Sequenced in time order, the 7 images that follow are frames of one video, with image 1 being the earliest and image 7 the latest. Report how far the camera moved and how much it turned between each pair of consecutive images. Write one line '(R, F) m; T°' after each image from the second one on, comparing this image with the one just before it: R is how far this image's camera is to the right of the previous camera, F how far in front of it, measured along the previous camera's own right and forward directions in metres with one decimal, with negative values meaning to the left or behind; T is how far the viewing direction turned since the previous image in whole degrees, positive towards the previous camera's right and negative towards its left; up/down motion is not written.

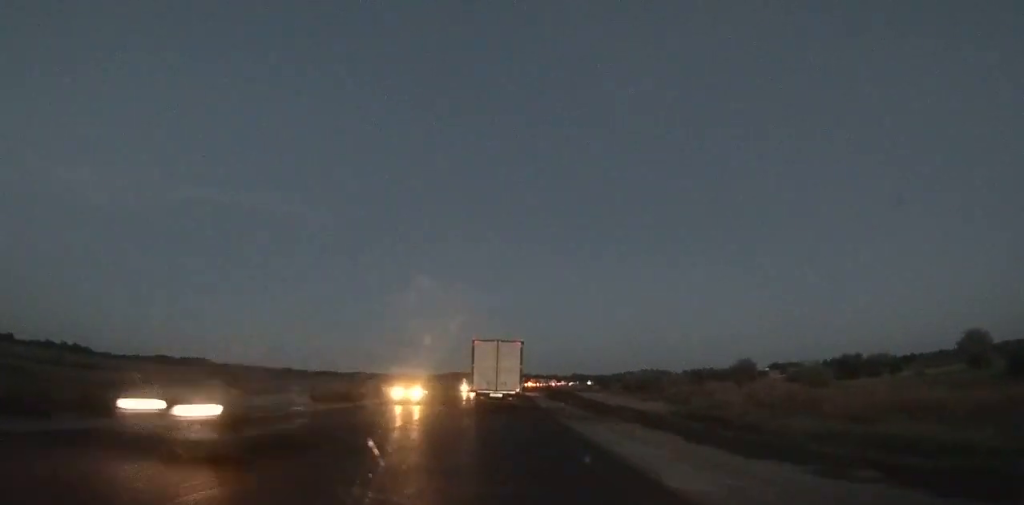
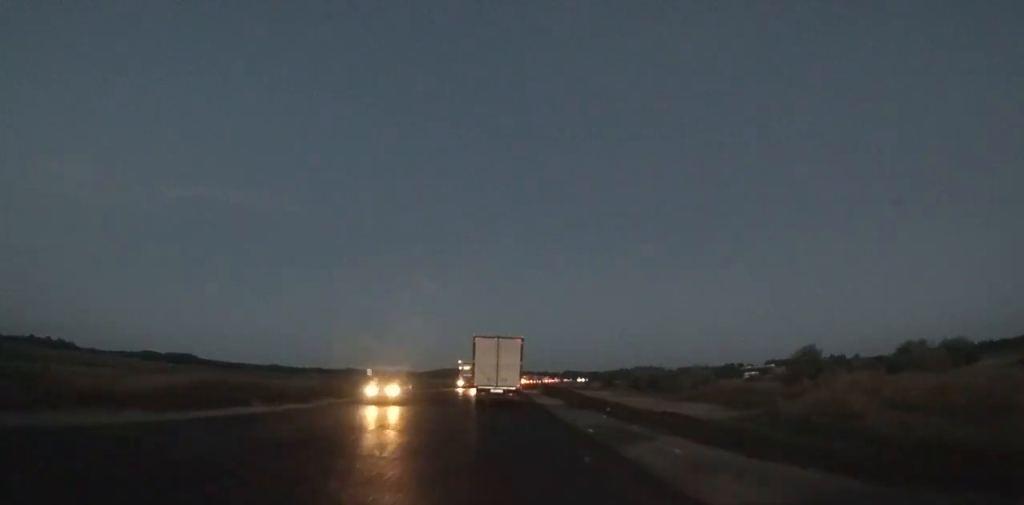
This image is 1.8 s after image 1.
(0.0, +19.3) m; 0°
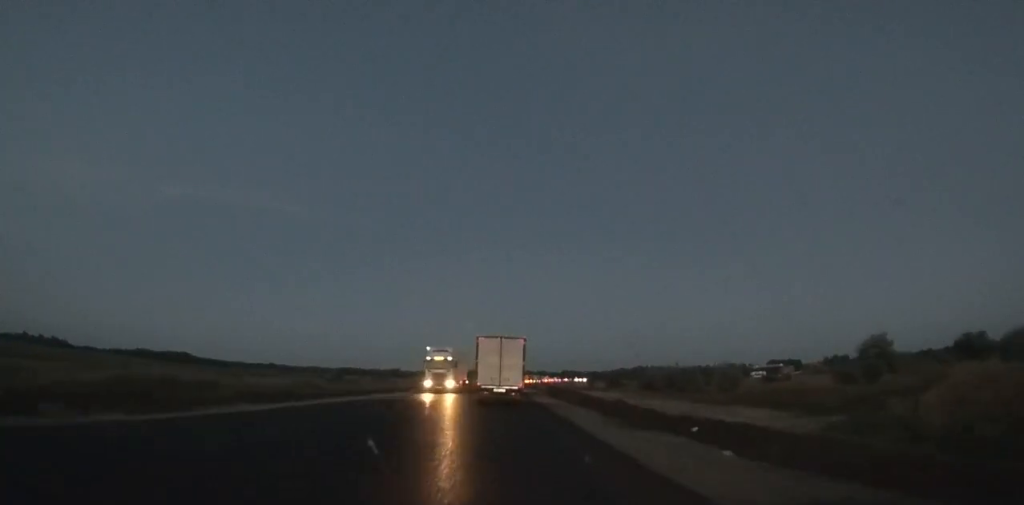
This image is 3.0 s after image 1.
(+0.1, +12.5) m; 0°
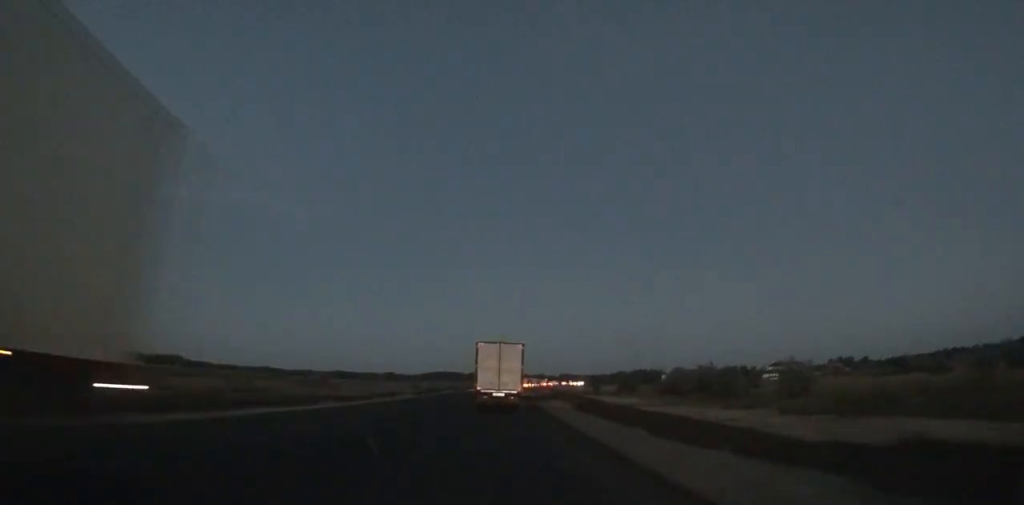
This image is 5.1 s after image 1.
(+0.1, +21.8) m; +1°
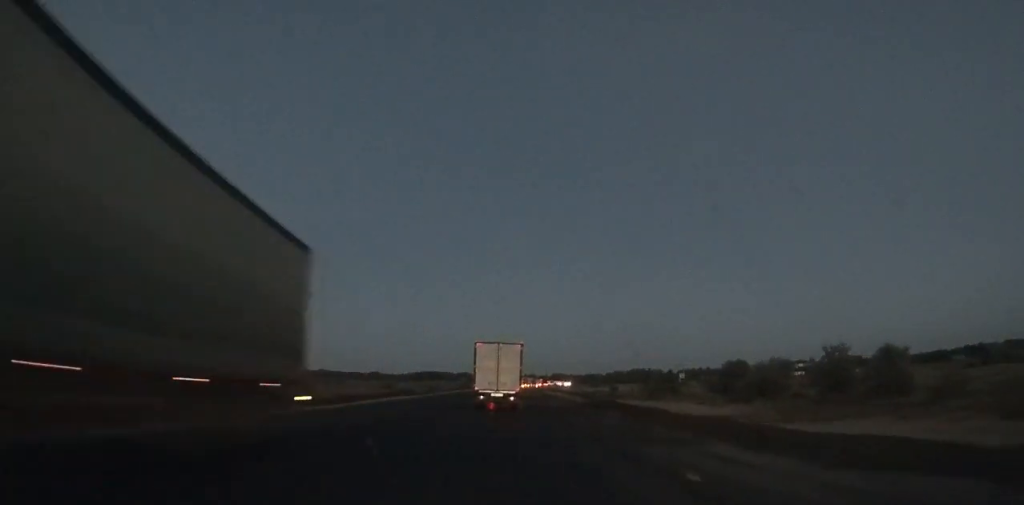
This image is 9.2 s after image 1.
(+0.4, +40.7) m; +1°
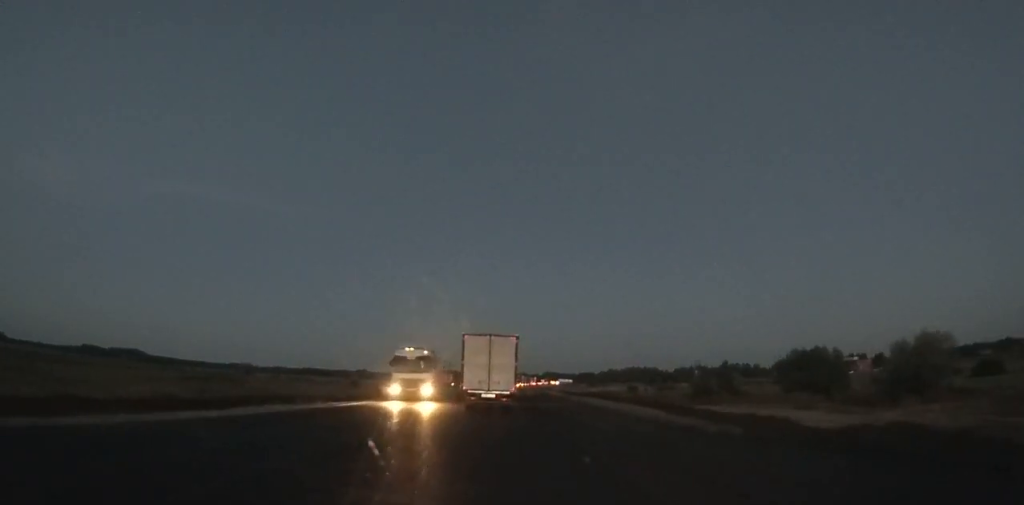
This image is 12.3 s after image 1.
(+0.2, +28.5) m; +1°
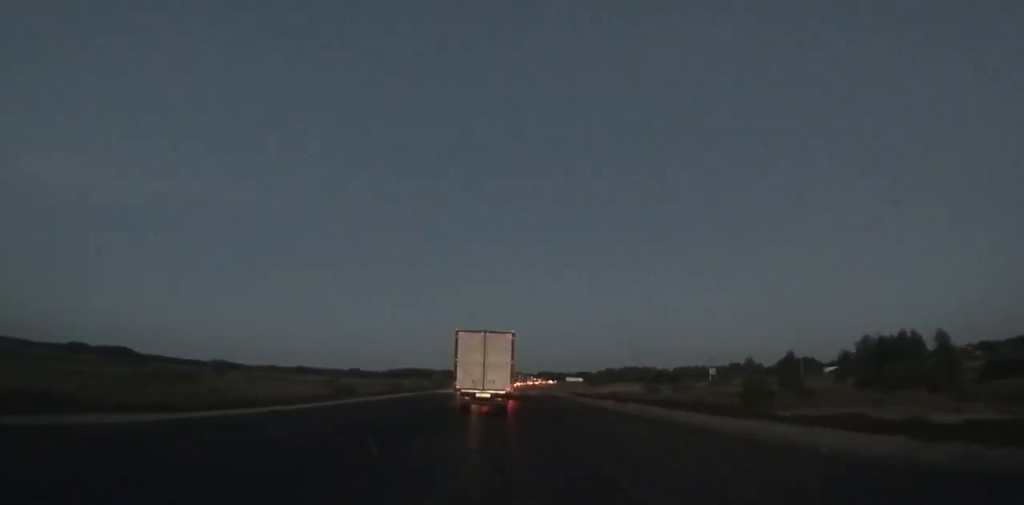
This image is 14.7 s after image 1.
(+0.1, +20.0) m; 0°
